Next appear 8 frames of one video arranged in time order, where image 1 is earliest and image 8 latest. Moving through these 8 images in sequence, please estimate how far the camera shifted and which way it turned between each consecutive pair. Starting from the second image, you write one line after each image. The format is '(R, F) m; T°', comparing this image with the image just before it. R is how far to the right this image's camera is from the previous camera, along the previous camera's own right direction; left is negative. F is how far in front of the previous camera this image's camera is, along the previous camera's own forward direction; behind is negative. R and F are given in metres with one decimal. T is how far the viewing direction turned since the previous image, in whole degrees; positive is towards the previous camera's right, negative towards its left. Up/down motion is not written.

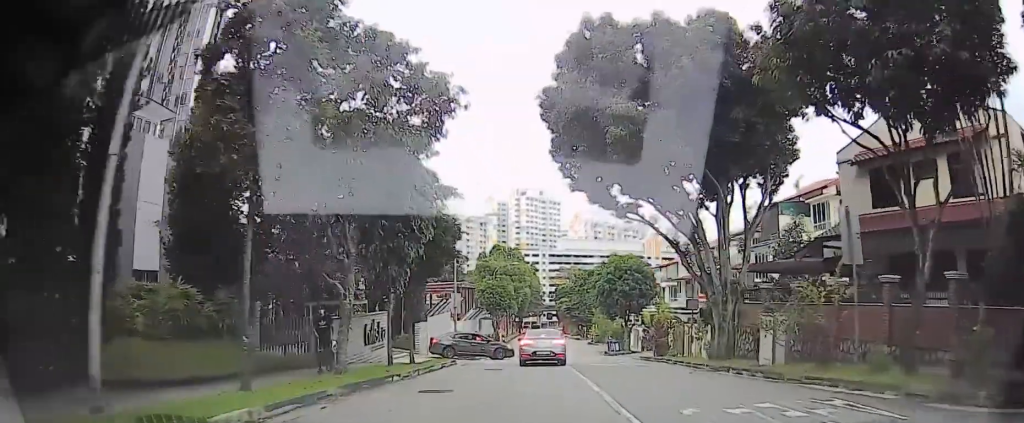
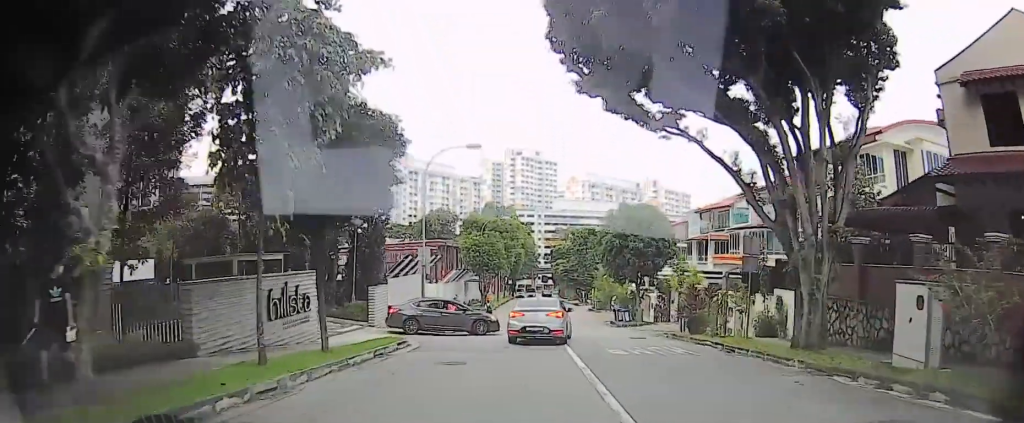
(-0.7, +6.7) m; -6°
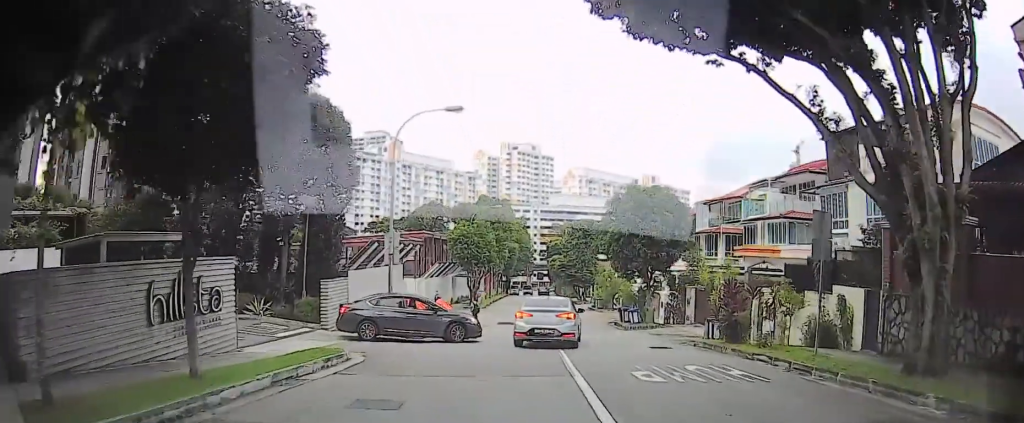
(0.0, +6.5) m; +1°
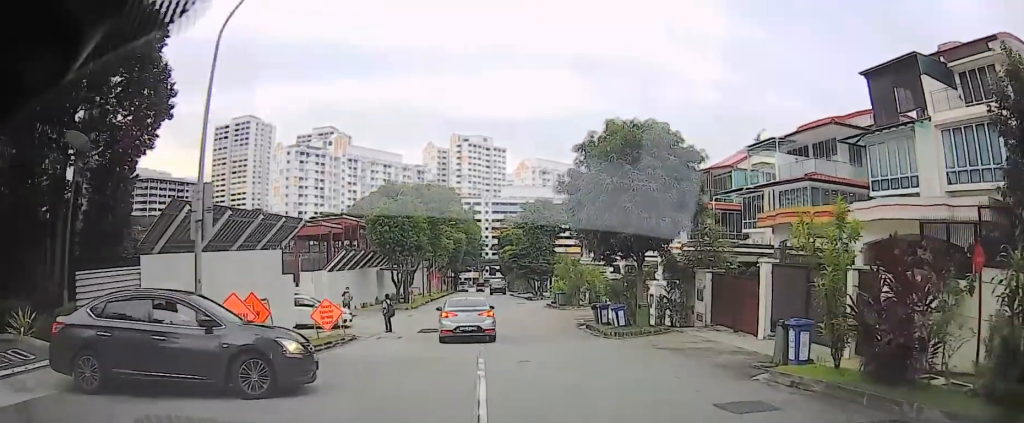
(+0.2, +13.3) m; +3°
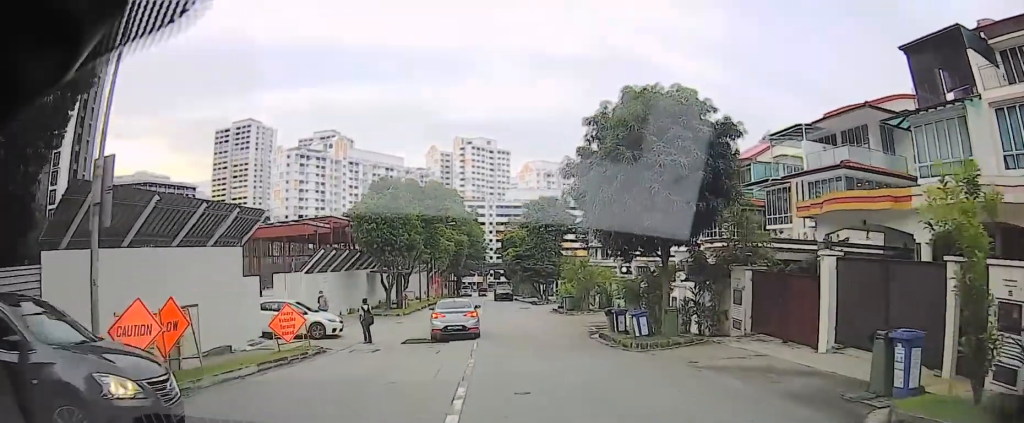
(0.0, +4.1) m; +5°
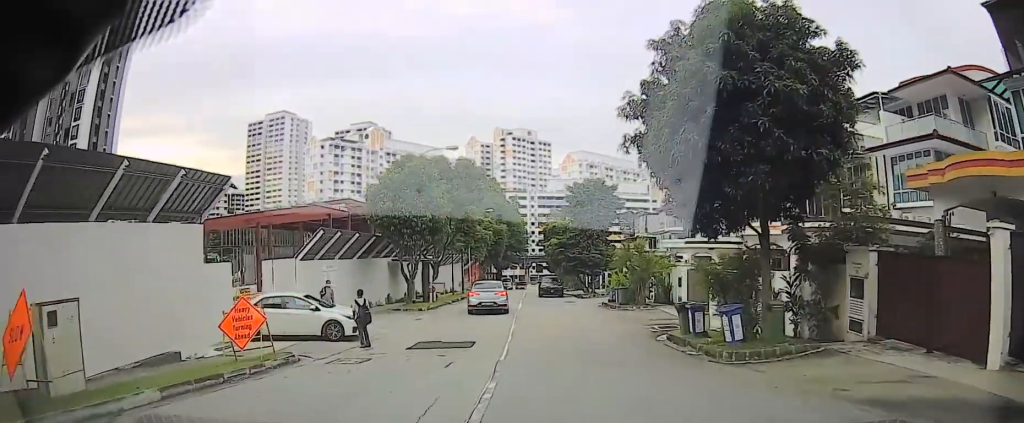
(+0.6, +4.9) m; -10°
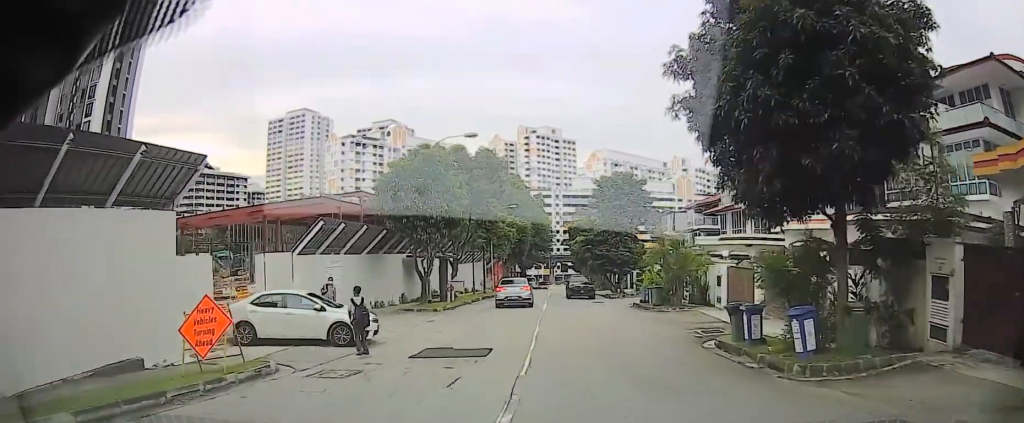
(-0.8, +2.1) m; 0°
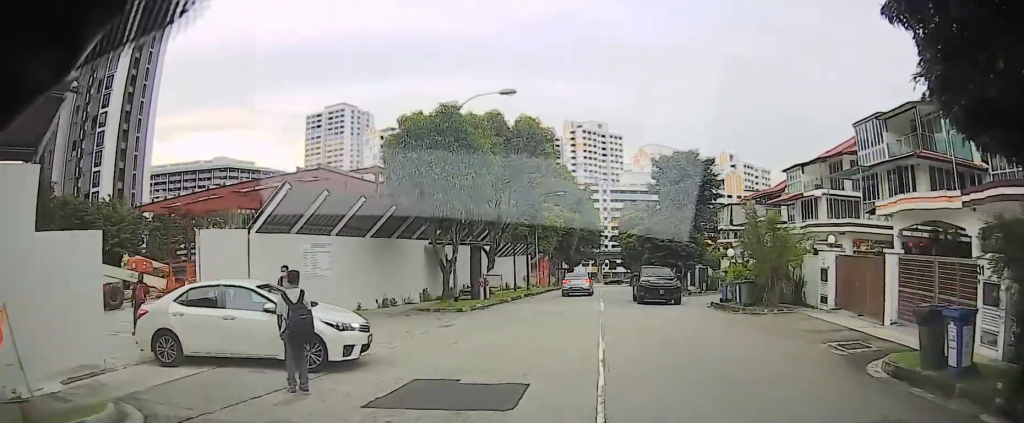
(+0.3, +5.3) m; 0°
